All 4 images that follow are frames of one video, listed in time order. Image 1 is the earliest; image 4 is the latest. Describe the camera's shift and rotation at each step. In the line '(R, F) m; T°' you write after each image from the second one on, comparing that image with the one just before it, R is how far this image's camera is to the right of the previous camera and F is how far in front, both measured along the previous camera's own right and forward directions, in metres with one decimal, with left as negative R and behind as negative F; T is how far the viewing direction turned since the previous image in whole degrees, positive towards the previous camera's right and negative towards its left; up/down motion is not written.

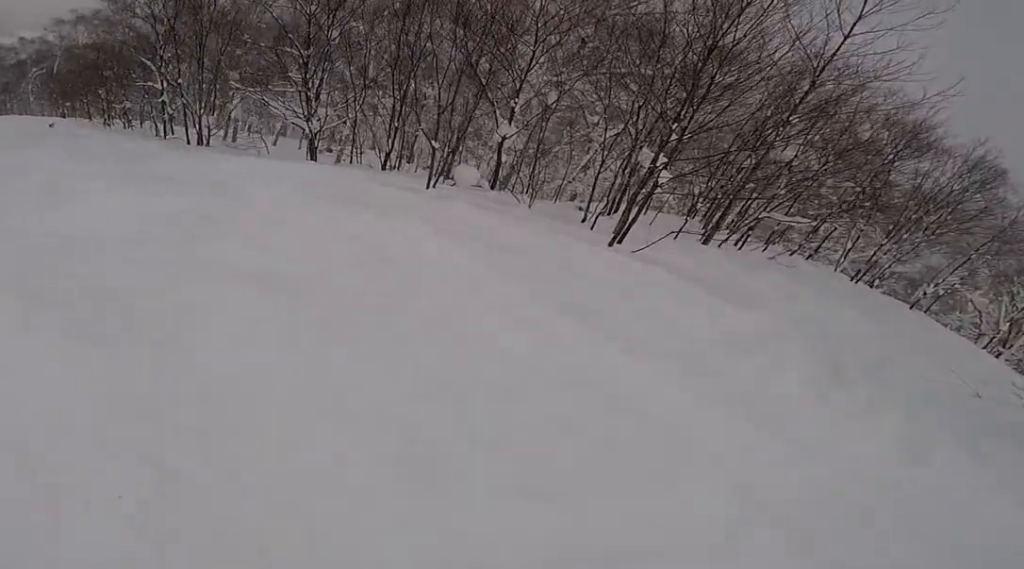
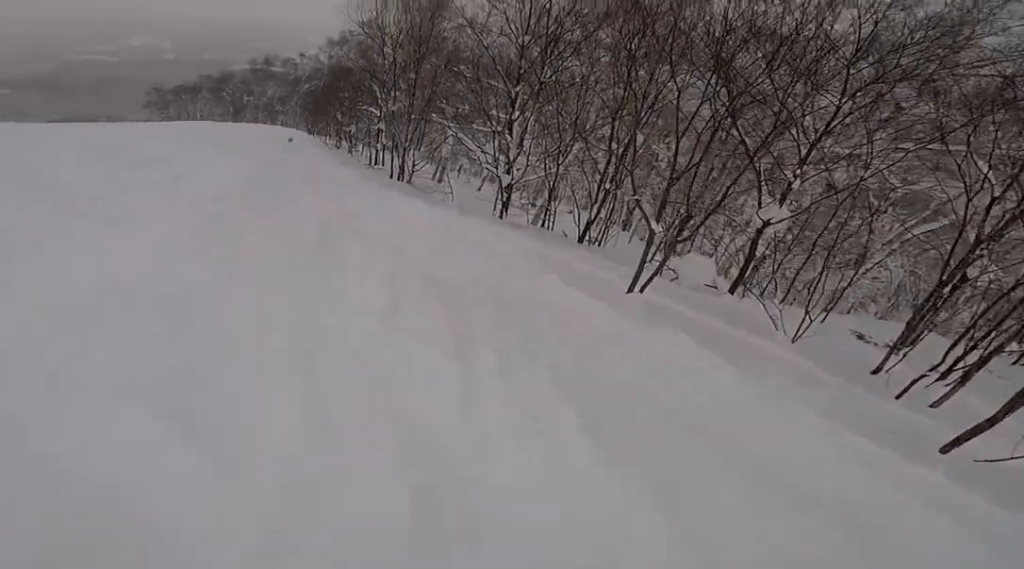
(-1.5, +2.8) m; -35°
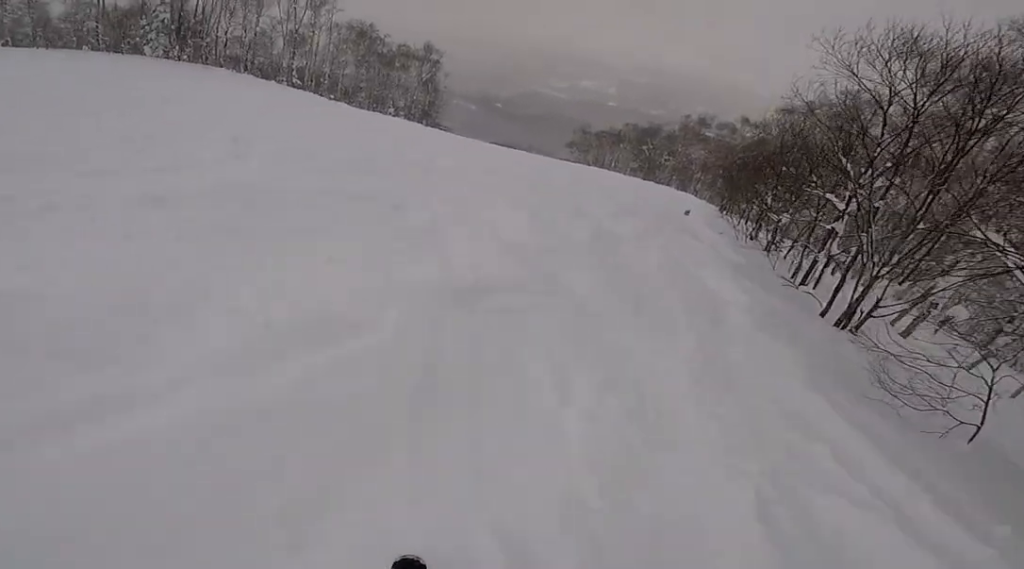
(-0.8, +5.4) m; -17°
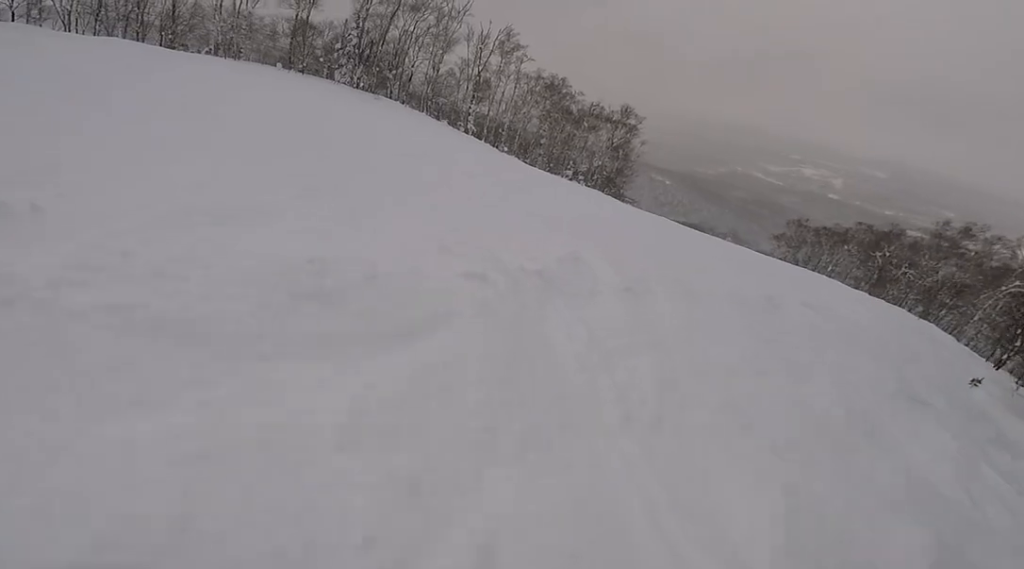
(-0.6, +4.0) m; -19°
